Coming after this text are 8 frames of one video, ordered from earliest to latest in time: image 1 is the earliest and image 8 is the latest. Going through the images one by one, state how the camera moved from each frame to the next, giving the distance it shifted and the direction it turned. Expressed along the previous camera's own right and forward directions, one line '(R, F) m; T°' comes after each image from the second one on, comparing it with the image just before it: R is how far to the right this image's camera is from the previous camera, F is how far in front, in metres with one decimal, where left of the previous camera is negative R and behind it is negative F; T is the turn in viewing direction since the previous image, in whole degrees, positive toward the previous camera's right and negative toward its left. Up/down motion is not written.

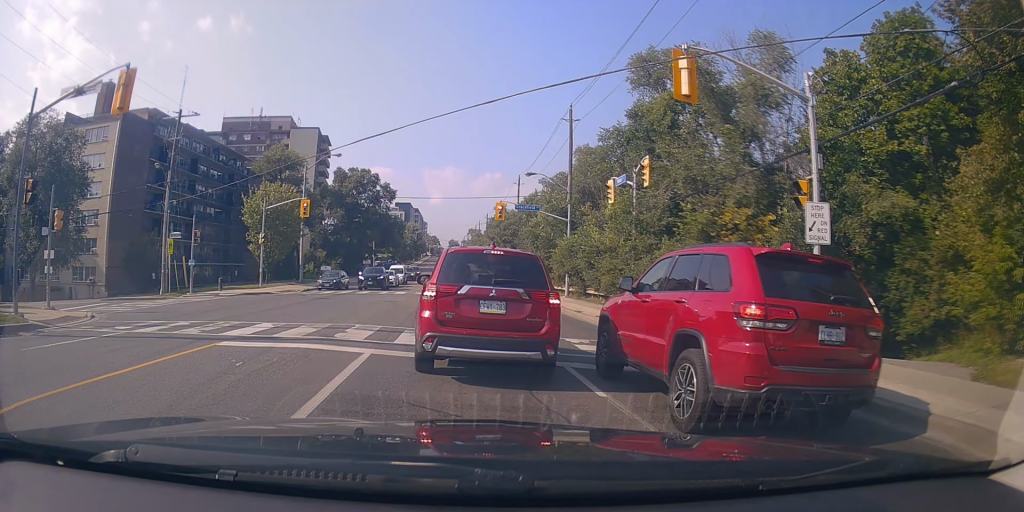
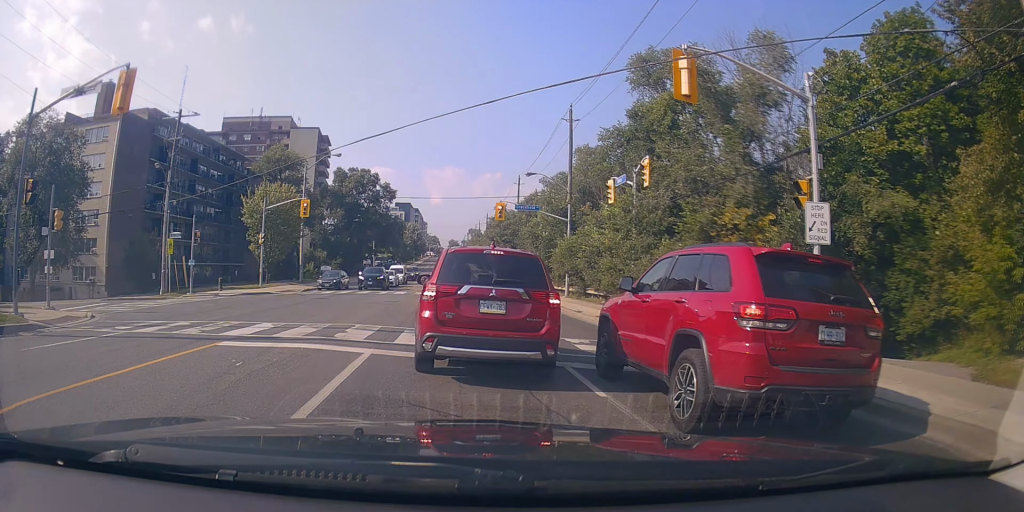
(0.0, 0.0) m; 0°
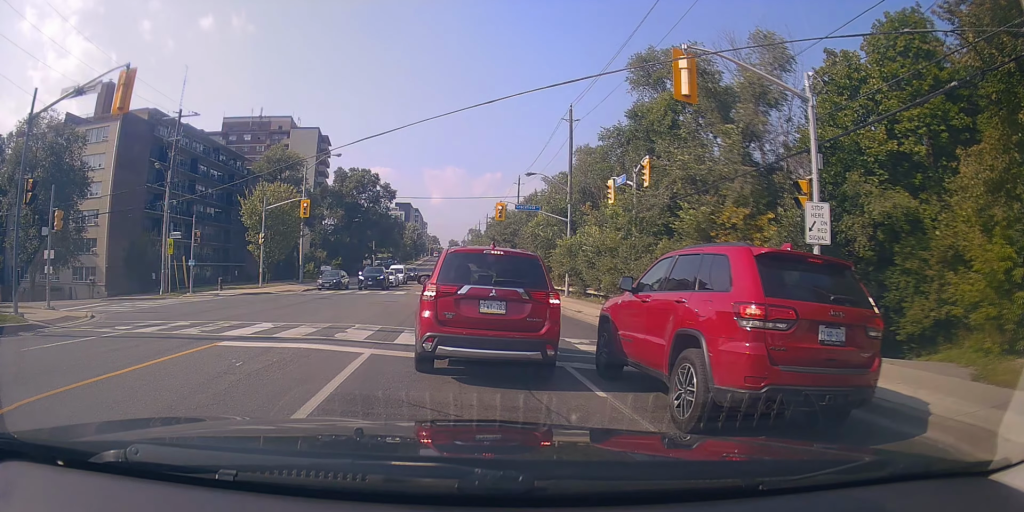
(0.0, -0.1) m; 0°
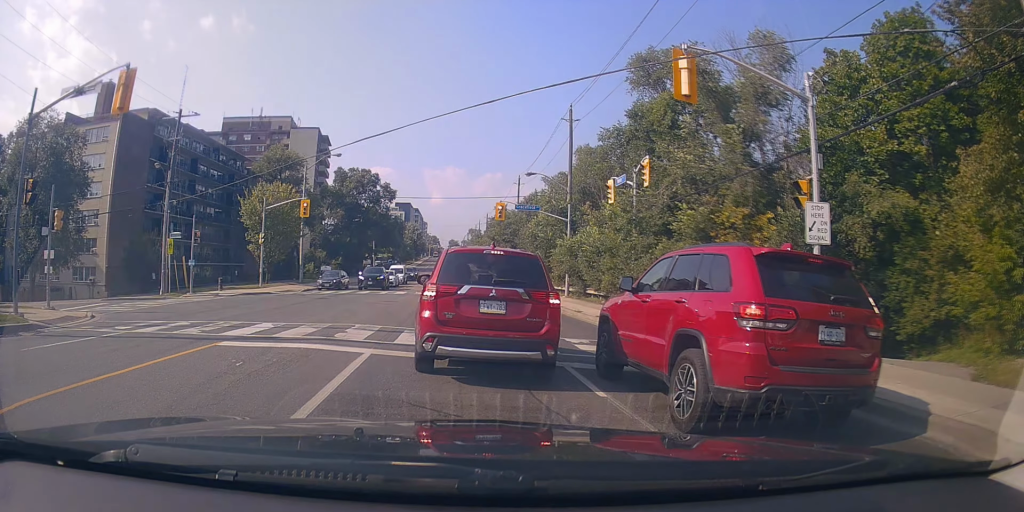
(0.0, 0.0) m; 0°
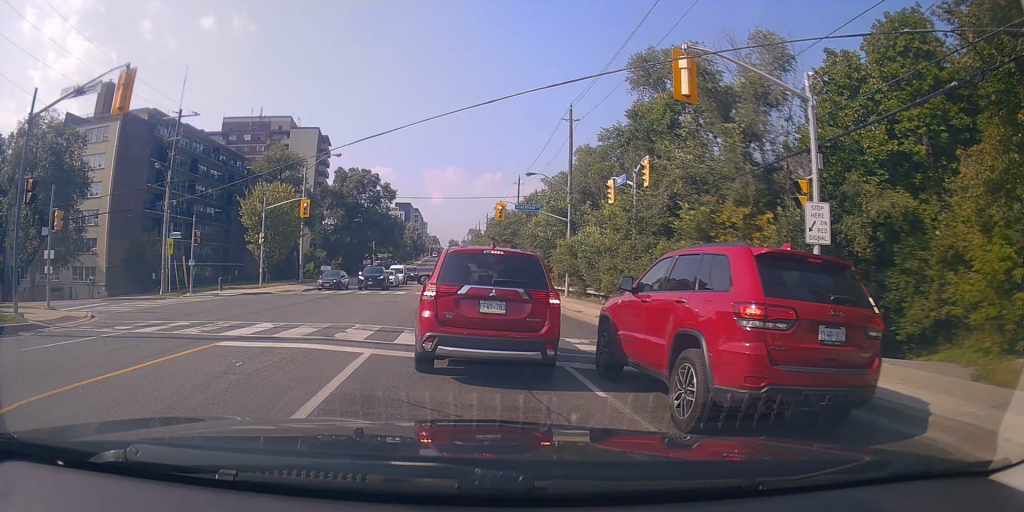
(0.0, 0.0) m; 0°
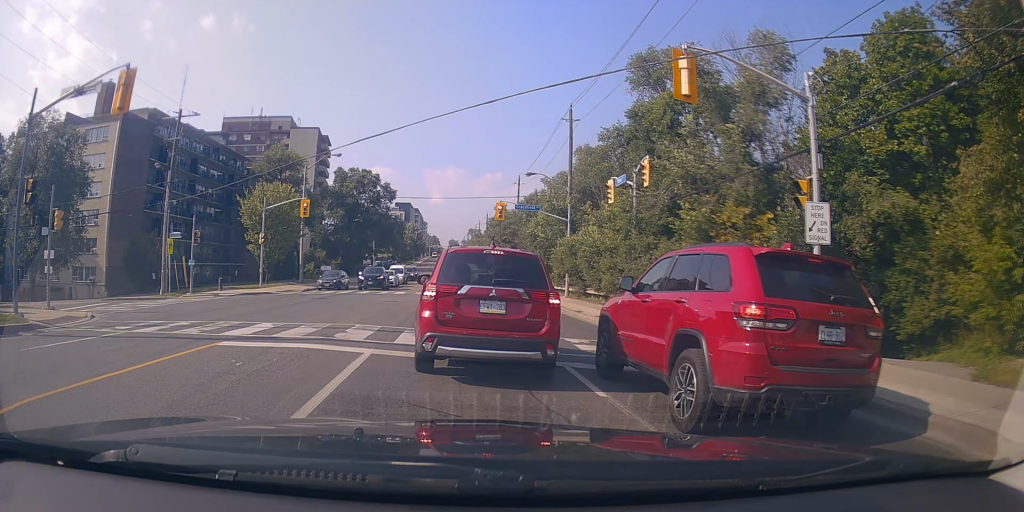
(0.0, 0.0) m; 0°
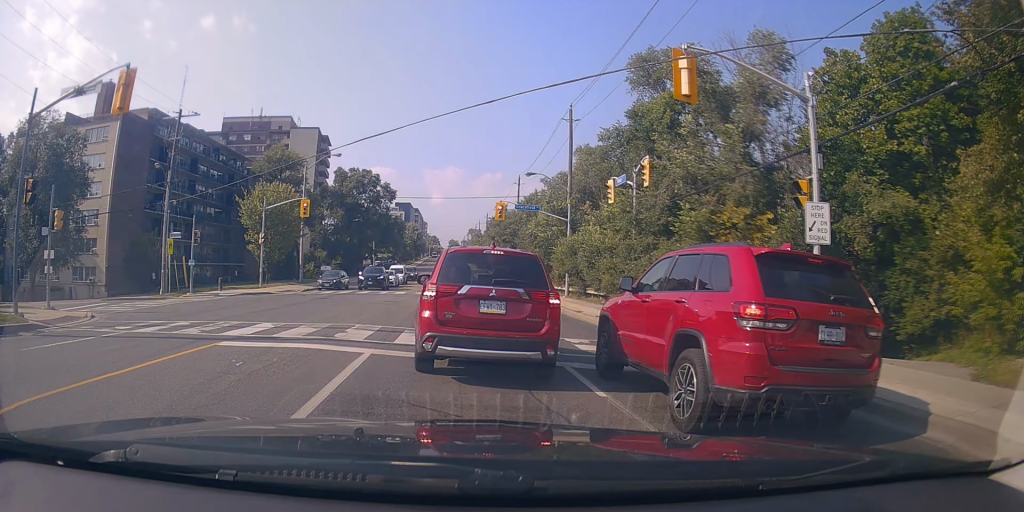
(0.0, 0.0) m; 0°
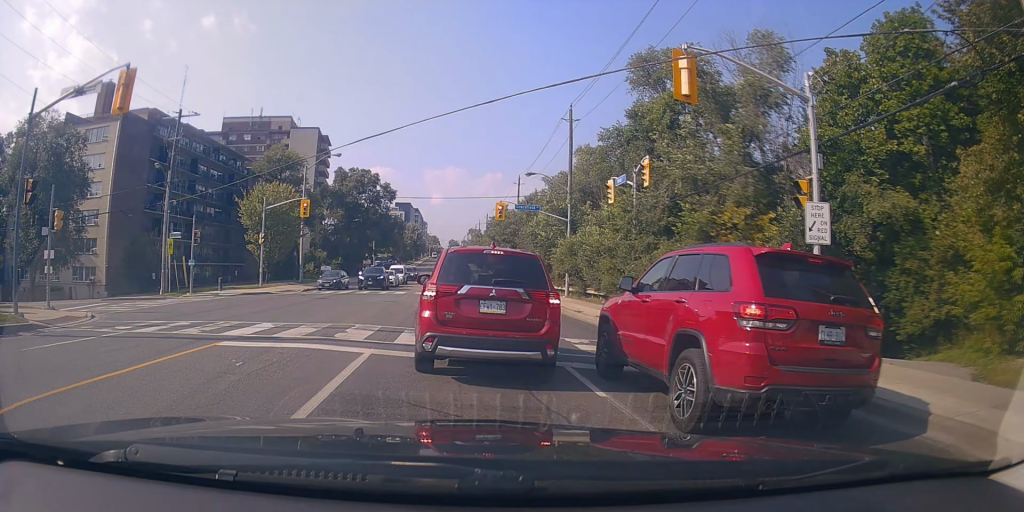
(0.0, 0.0) m; 0°
